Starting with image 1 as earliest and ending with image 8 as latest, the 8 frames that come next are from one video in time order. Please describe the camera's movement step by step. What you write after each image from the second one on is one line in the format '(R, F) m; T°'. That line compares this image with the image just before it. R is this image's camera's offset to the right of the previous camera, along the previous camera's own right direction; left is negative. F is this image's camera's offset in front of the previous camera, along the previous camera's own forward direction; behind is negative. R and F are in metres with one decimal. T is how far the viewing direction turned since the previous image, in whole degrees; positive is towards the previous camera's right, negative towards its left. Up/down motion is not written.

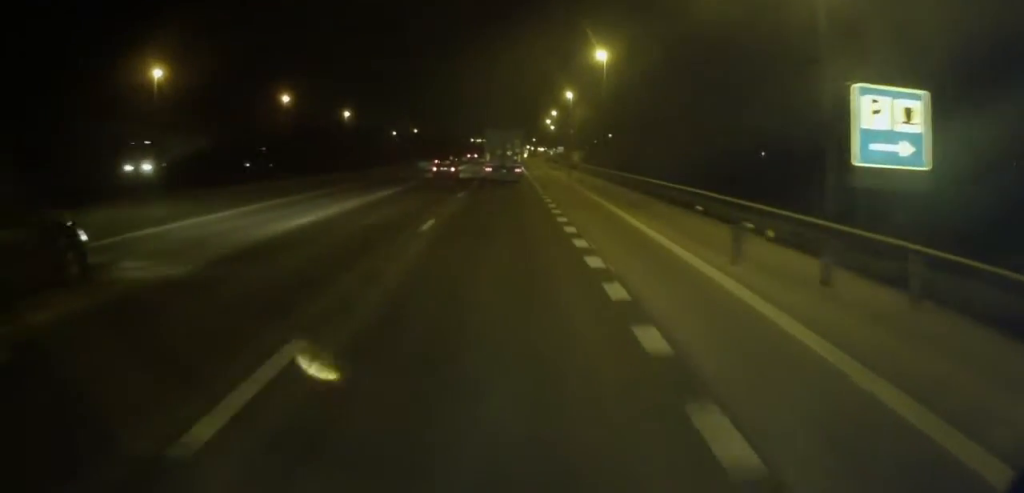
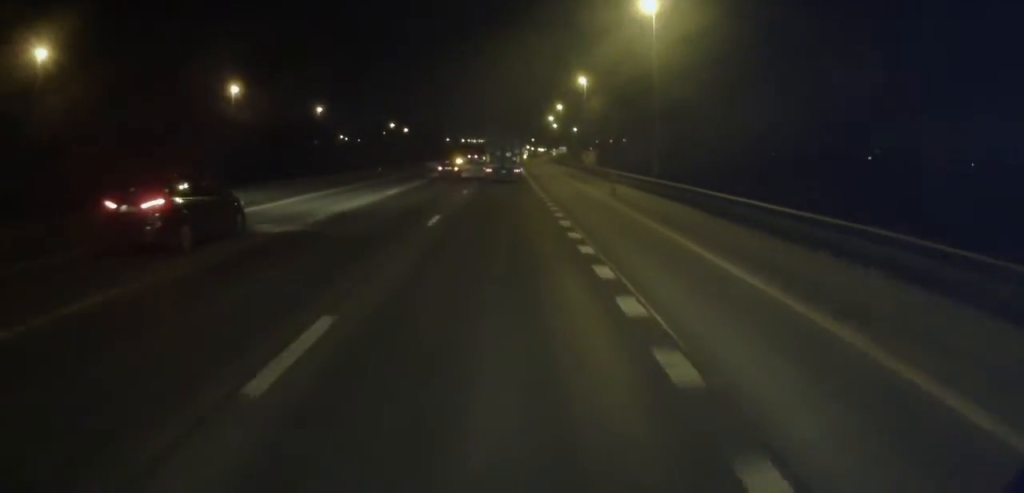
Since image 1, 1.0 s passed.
(+0.3, +23.6) m; +1°
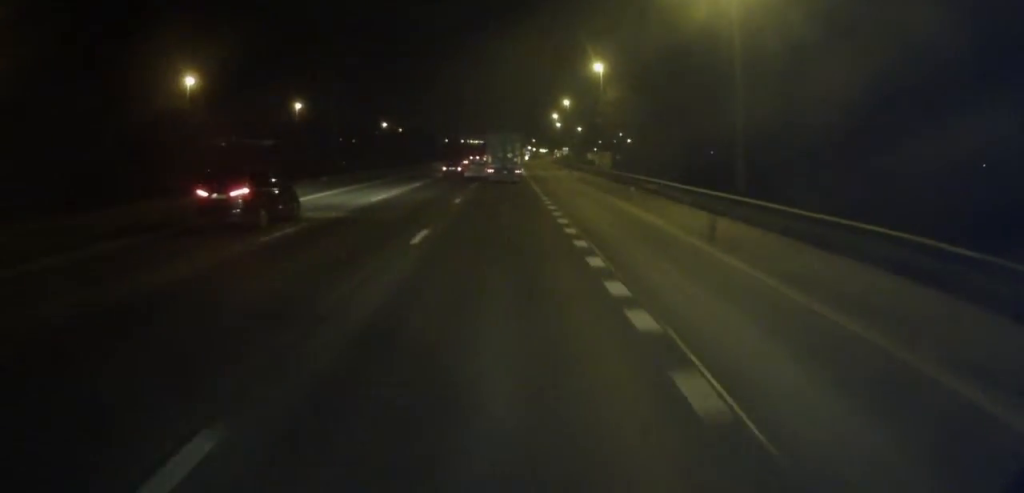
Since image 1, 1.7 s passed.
(+0.1, +15.8) m; -1°
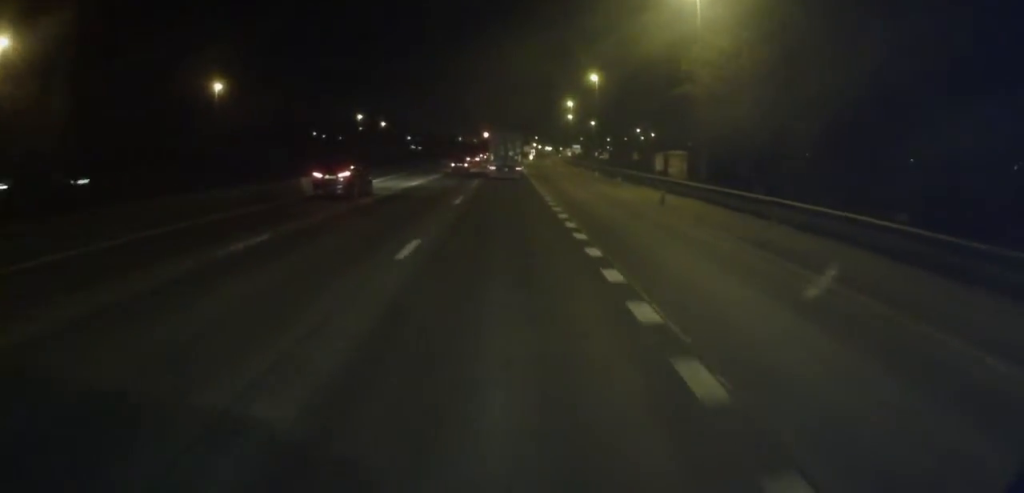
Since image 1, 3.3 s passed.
(-0.8, +39.7) m; -1°
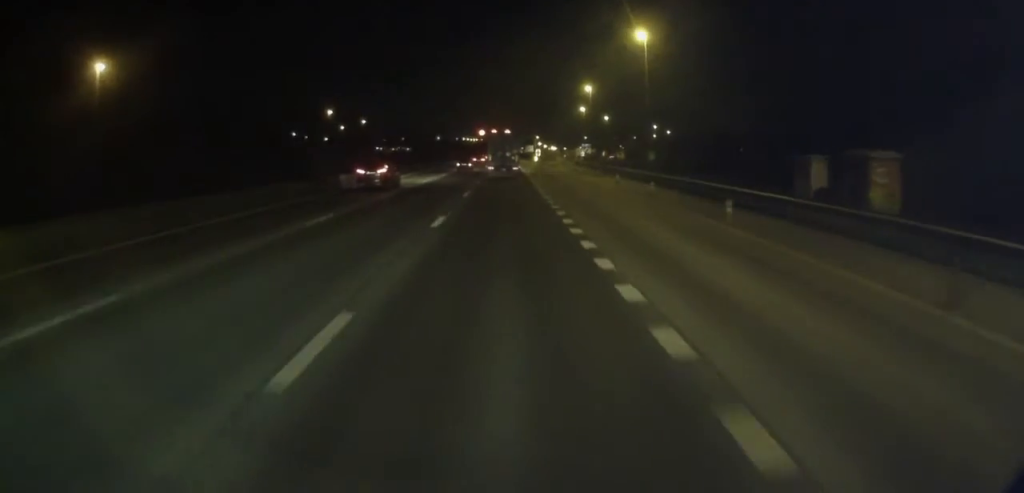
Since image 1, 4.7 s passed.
(+0.4, +31.7) m; +1°
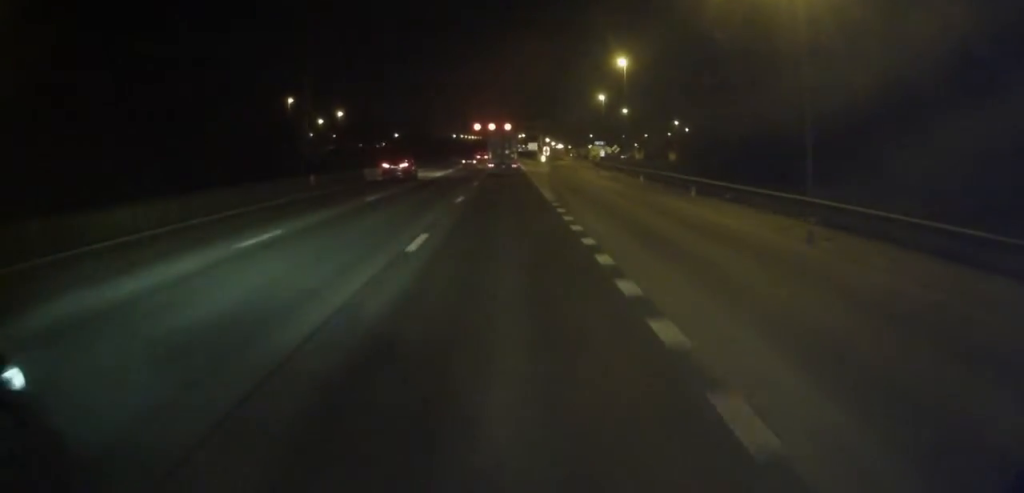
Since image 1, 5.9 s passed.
(-0.3, +30.1) m; 0°
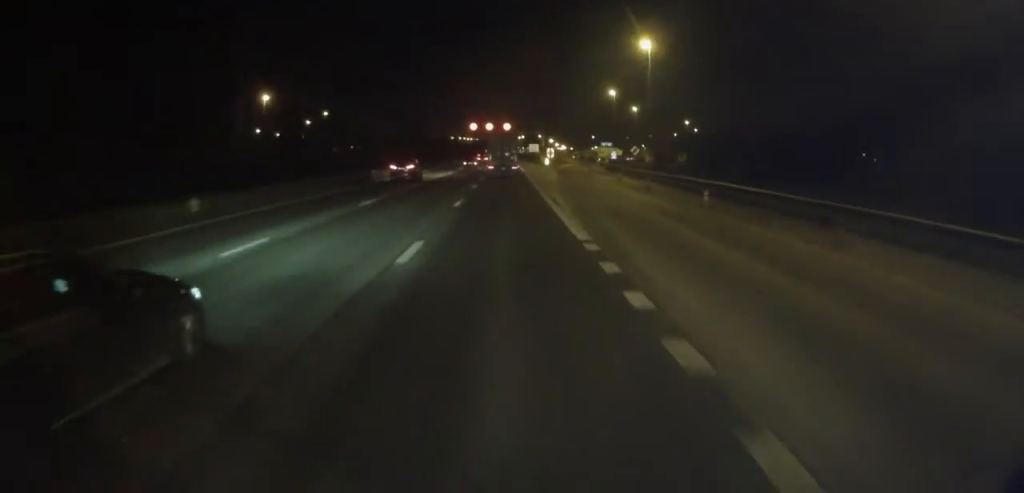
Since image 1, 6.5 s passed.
(+0.3, +13.5) m; 0°
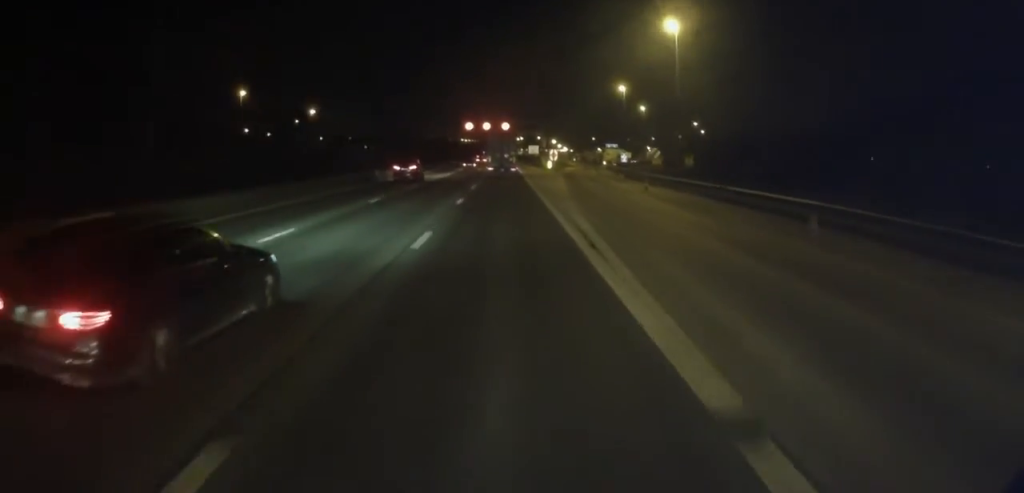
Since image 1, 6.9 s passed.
(+0.1, +10.4) m; 0°
